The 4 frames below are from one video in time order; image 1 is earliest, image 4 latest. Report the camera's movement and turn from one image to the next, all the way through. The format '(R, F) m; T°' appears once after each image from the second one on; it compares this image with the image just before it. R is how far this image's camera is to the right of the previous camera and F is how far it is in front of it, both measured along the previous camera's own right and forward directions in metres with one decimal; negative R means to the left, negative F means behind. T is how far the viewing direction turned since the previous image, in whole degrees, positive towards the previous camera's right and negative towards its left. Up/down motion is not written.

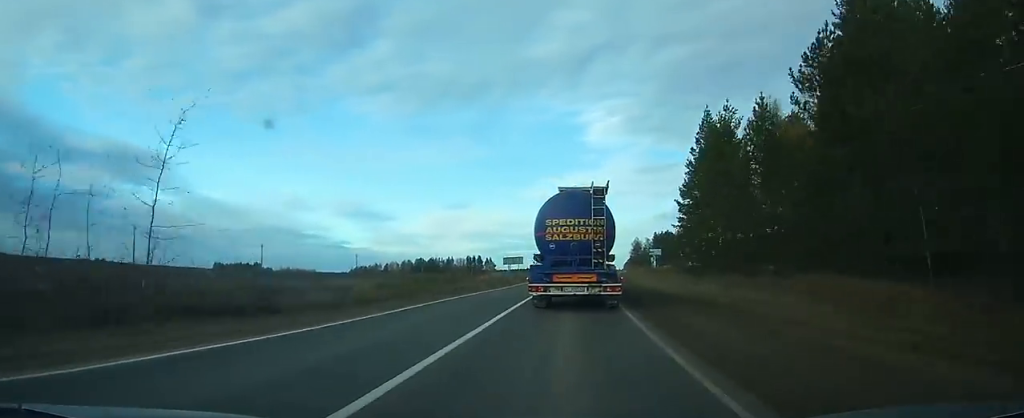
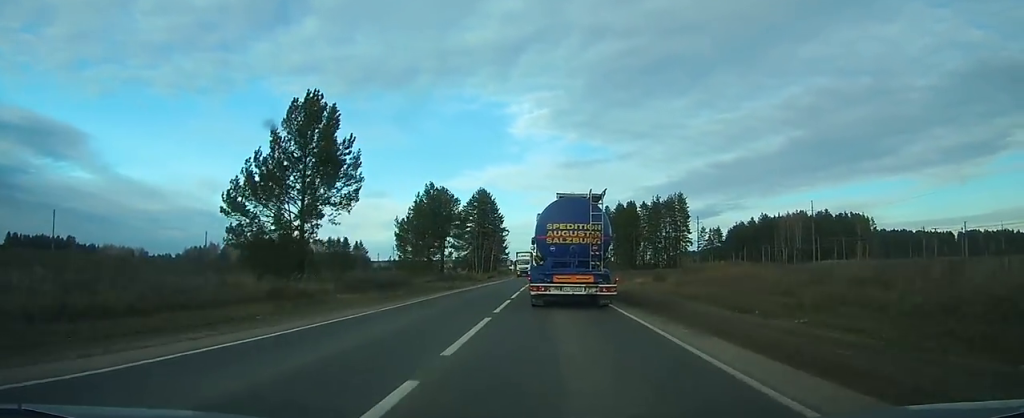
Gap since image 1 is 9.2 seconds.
(+16.6, +143.1) m; +9°
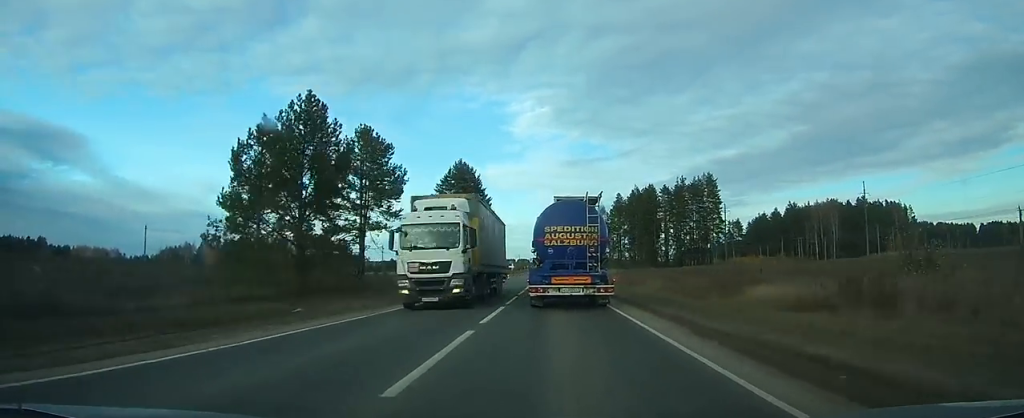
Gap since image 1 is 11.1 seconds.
(+0.2, +34.7) m; +1°
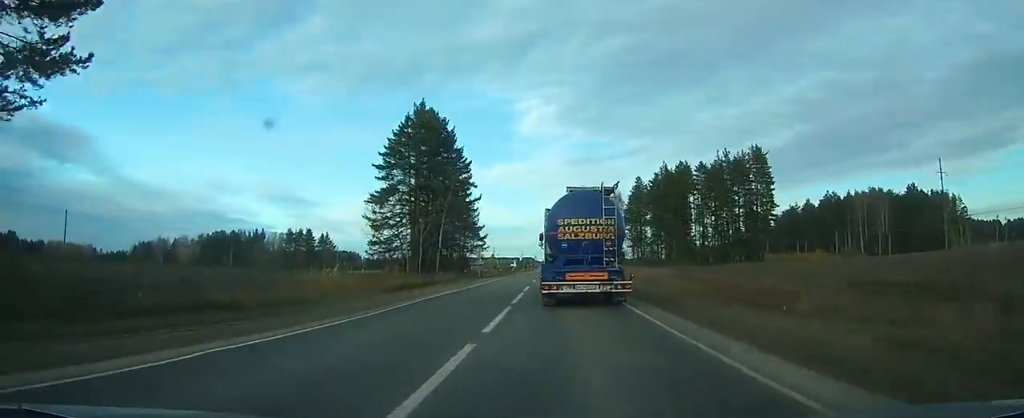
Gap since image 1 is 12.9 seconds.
(+0.2, +34.3) m; 0°
